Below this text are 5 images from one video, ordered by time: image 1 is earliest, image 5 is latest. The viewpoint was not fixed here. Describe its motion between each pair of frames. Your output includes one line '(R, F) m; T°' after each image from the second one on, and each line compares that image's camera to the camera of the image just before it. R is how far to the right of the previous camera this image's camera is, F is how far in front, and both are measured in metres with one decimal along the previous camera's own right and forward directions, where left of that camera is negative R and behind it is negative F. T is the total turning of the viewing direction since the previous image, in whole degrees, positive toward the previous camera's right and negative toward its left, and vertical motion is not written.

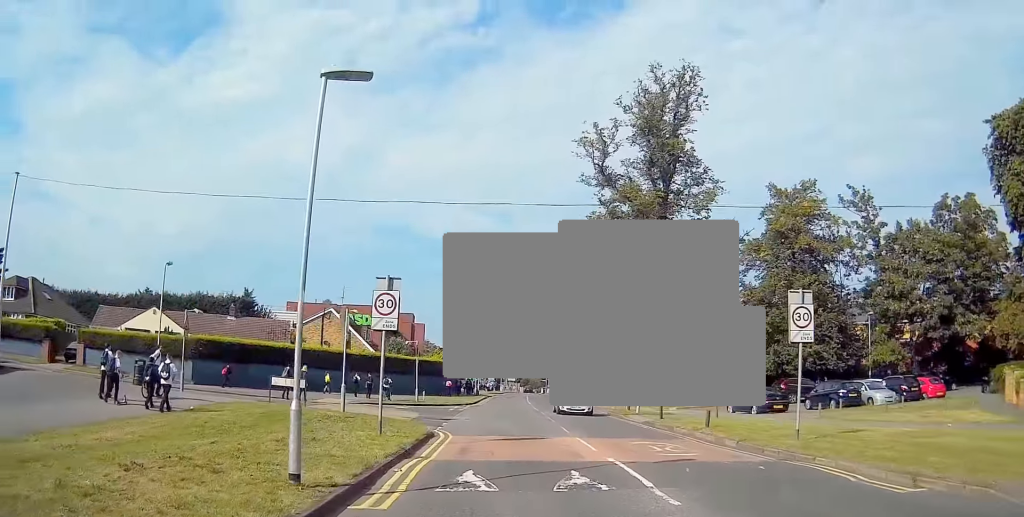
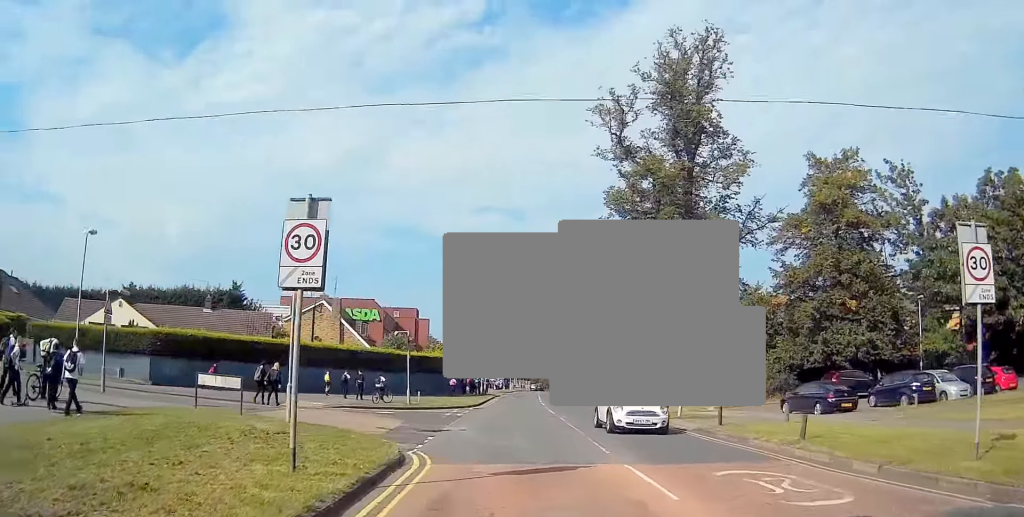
(+0.1, +7.1) m; +3°
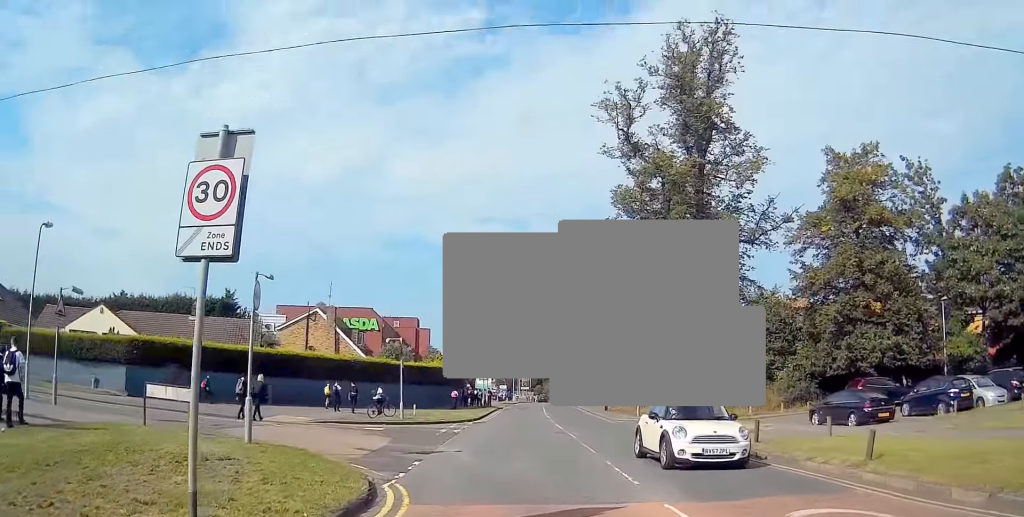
(0.0, +3.1) m; +1°
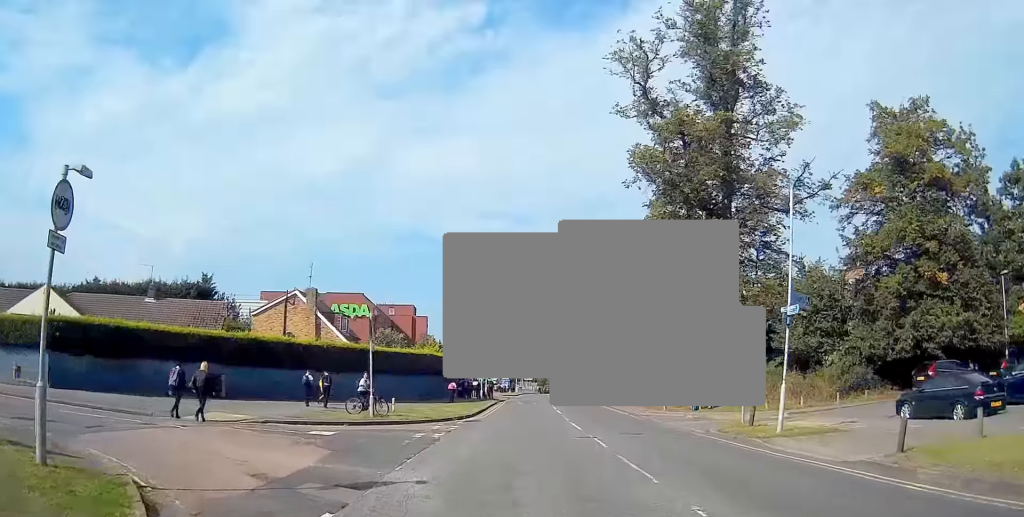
(-0.1, +7.5) m; -2°
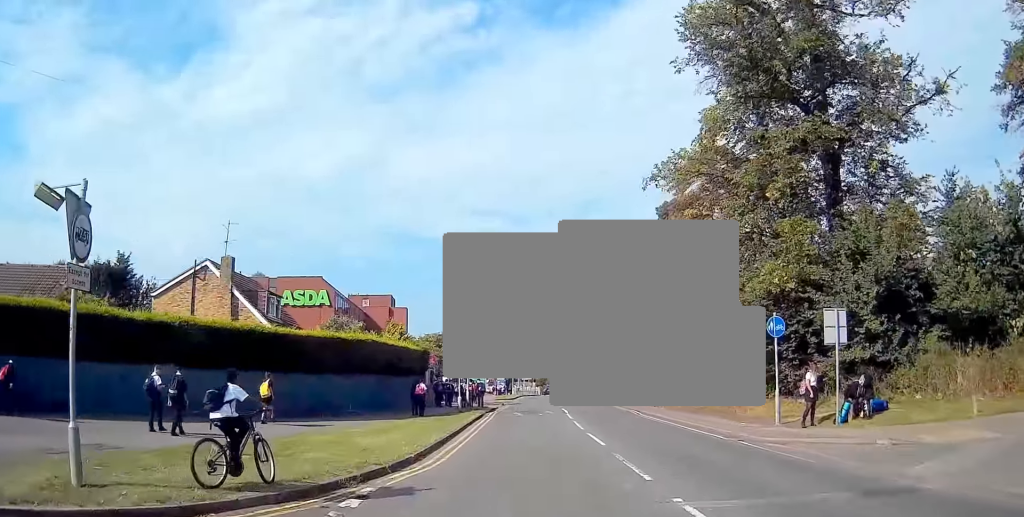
(-0.5, +17.7) m; 0°
